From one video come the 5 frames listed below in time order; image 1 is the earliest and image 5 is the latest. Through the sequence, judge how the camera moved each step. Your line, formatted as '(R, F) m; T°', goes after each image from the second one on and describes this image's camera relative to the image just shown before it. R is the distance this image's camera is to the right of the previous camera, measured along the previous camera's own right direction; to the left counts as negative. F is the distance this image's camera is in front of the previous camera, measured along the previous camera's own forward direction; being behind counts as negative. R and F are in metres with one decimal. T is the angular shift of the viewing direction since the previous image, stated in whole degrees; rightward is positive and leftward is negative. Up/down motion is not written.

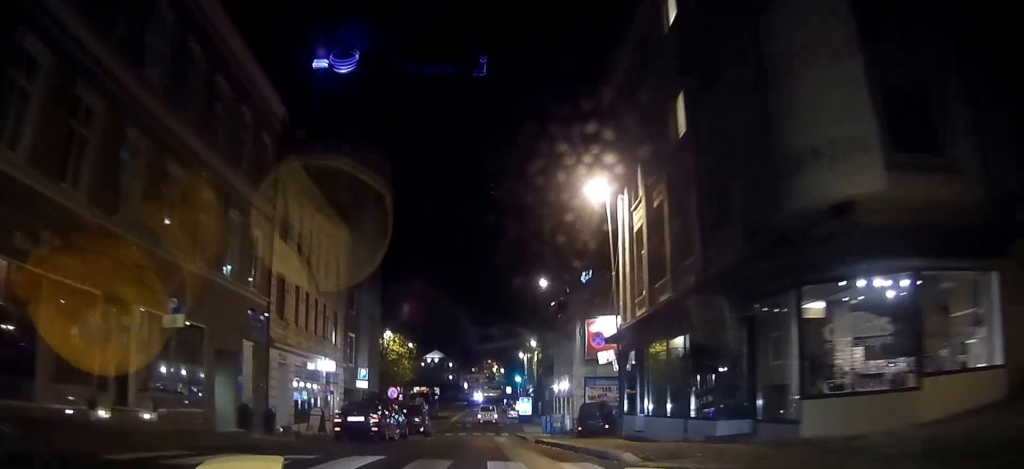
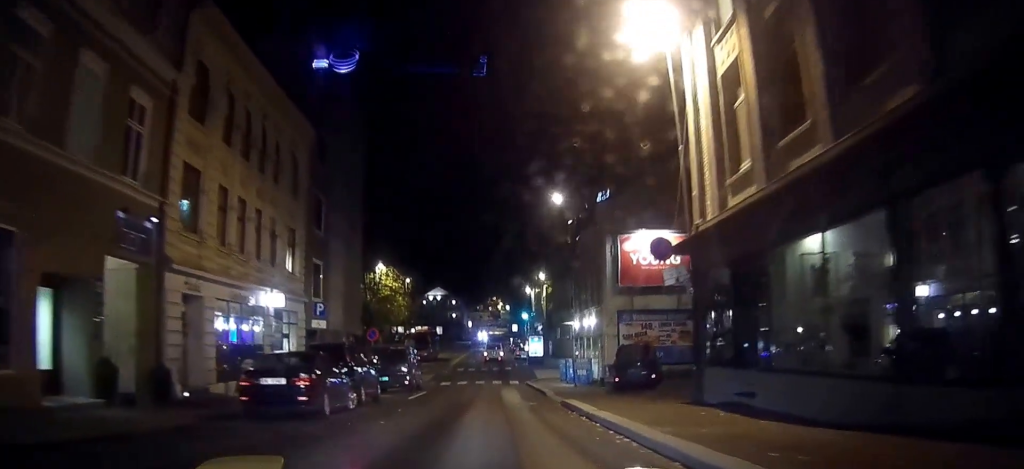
(0.0, +10.3) m; +2°
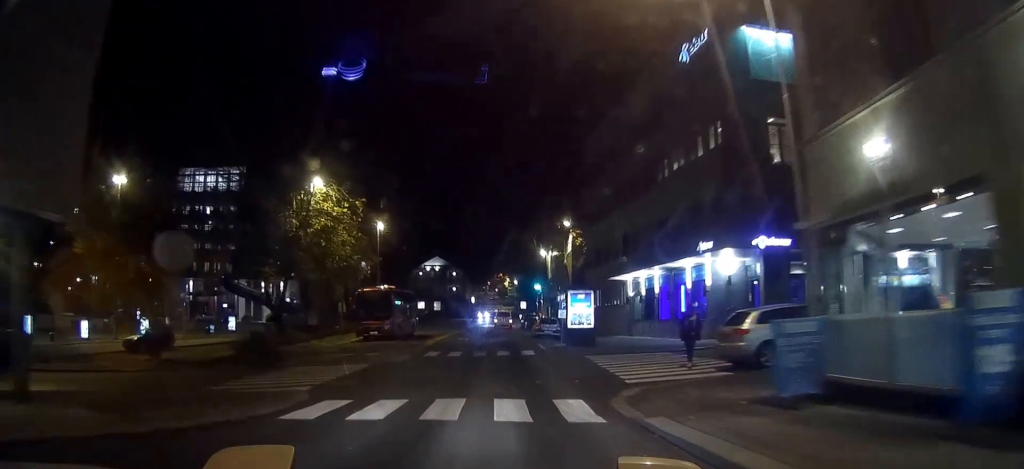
(-2.1, +35.8) m; -6°
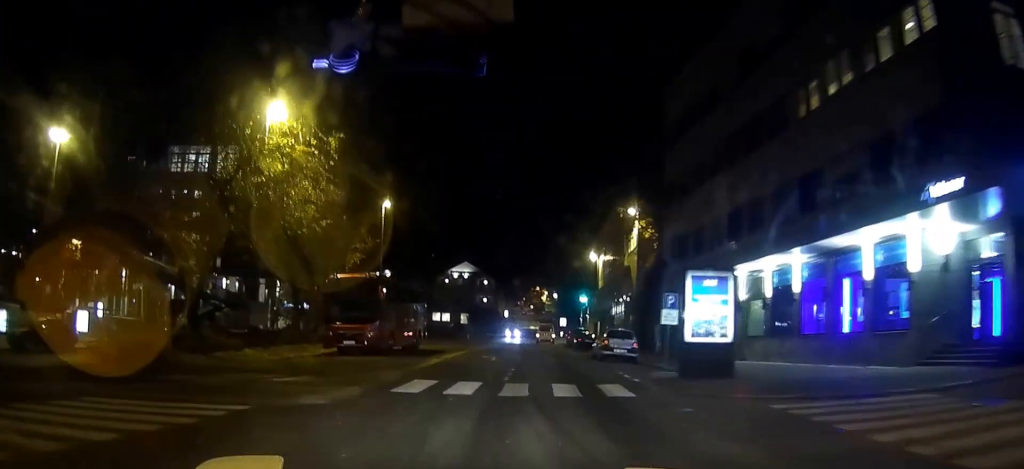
(0.0, +15.8) m; 0°
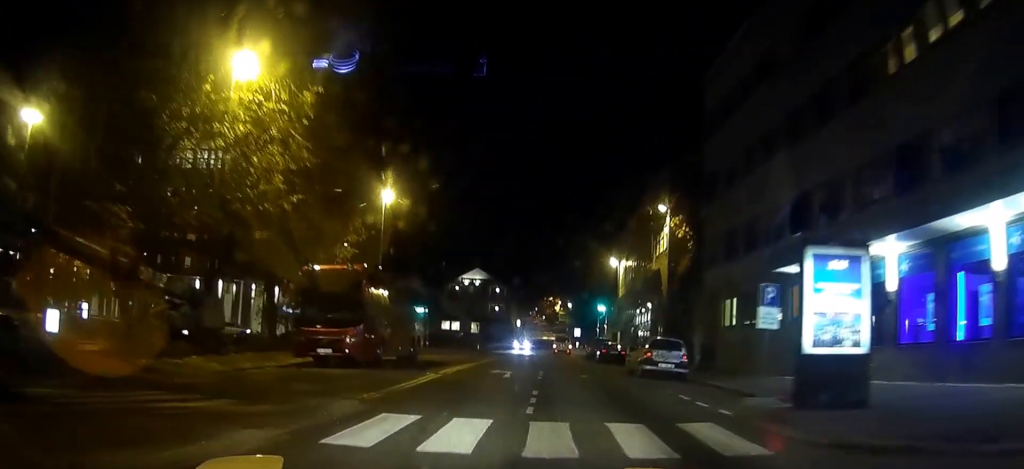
(0.0, +6.8) m; 0°
